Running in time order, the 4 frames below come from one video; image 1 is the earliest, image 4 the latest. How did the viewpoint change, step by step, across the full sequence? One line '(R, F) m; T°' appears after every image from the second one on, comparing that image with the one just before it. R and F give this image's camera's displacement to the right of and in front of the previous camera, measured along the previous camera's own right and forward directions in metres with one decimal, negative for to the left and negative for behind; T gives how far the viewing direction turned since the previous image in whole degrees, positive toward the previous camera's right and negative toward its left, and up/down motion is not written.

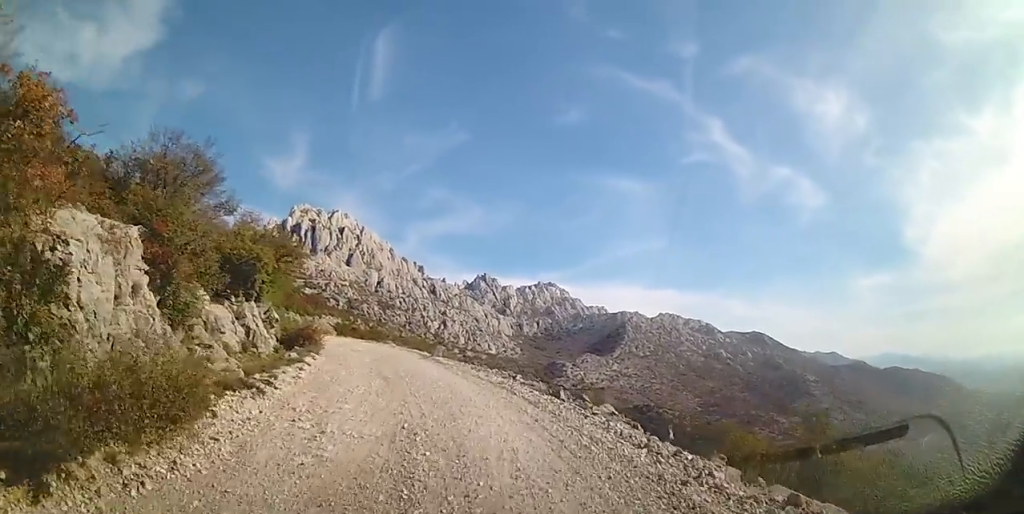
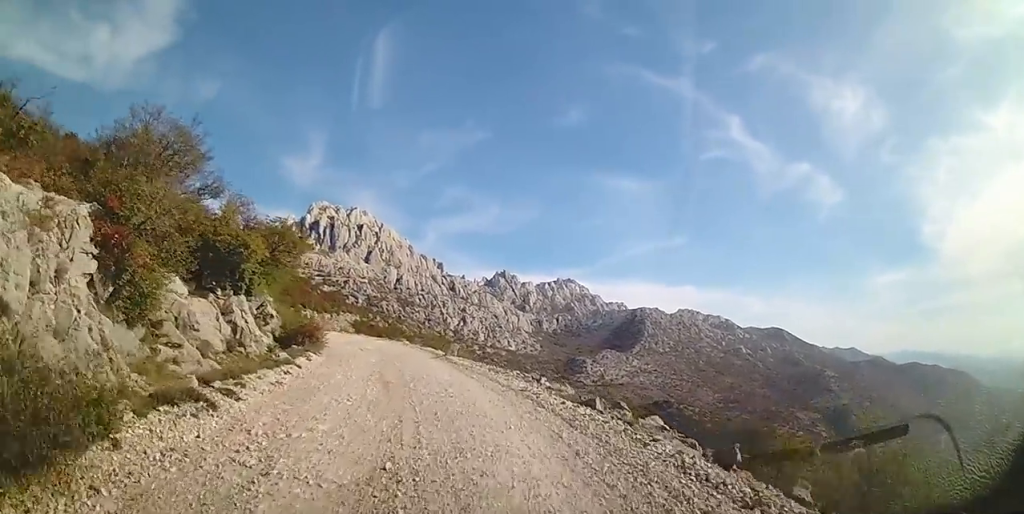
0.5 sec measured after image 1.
(-0.1, +2.3) m; -2°
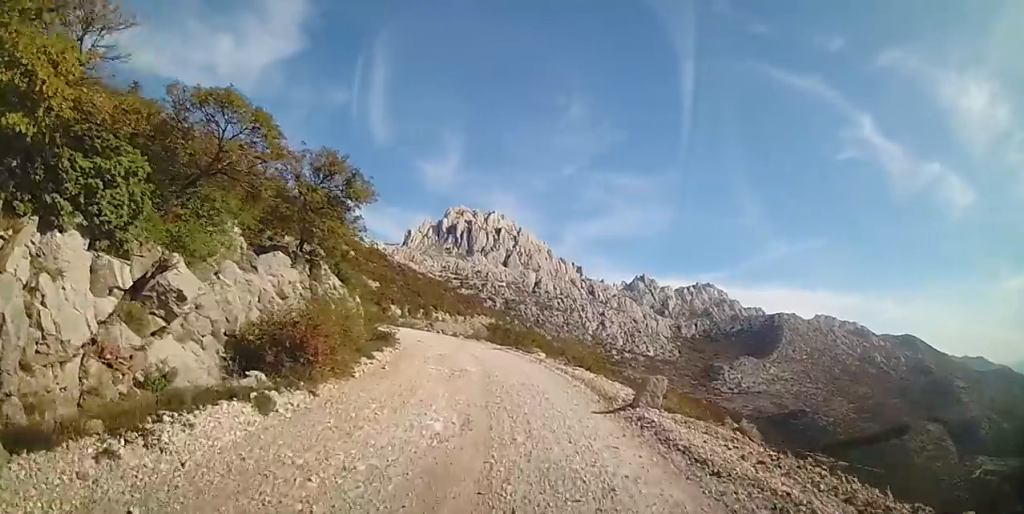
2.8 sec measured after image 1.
(-1.2, +12.2) m; -12°
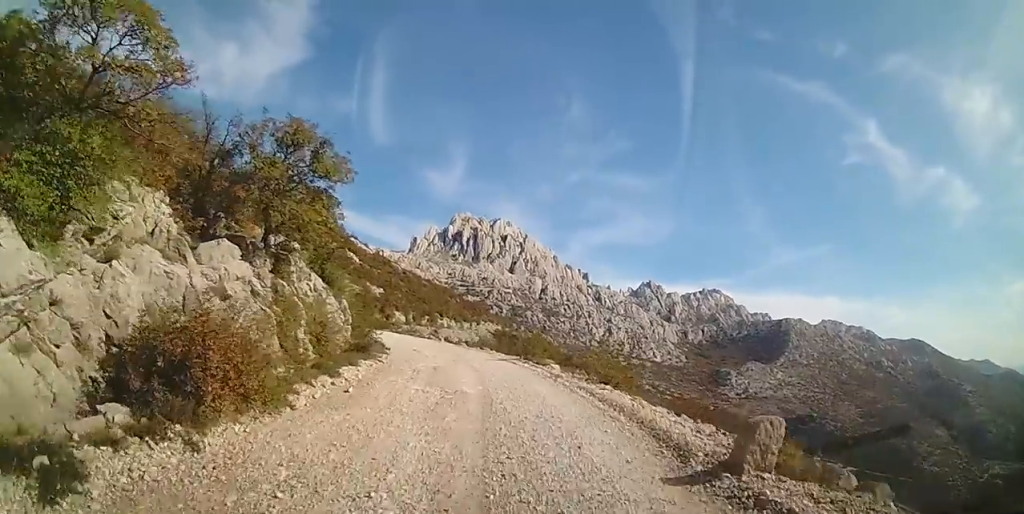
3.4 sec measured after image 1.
(-0.1, +3.4) m; -2°
